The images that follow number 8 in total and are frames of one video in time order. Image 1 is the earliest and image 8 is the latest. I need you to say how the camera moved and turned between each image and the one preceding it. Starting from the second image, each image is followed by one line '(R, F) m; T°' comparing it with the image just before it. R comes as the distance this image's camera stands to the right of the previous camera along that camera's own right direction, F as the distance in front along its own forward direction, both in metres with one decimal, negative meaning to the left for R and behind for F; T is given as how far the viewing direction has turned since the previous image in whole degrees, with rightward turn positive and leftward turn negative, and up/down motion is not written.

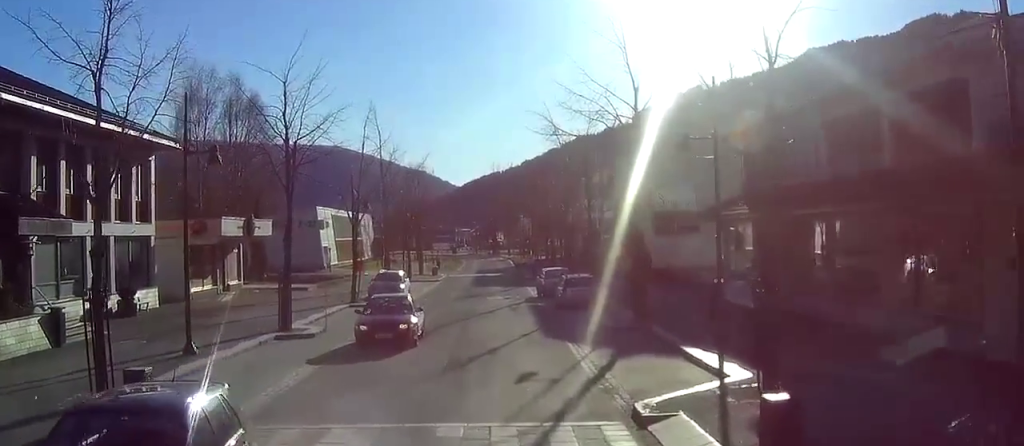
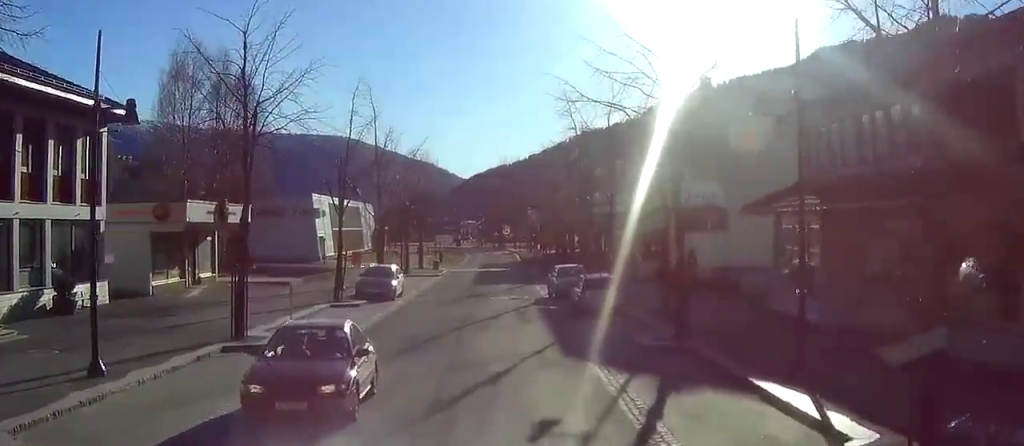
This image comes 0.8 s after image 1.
(+0.5, +7.1) m; +5°
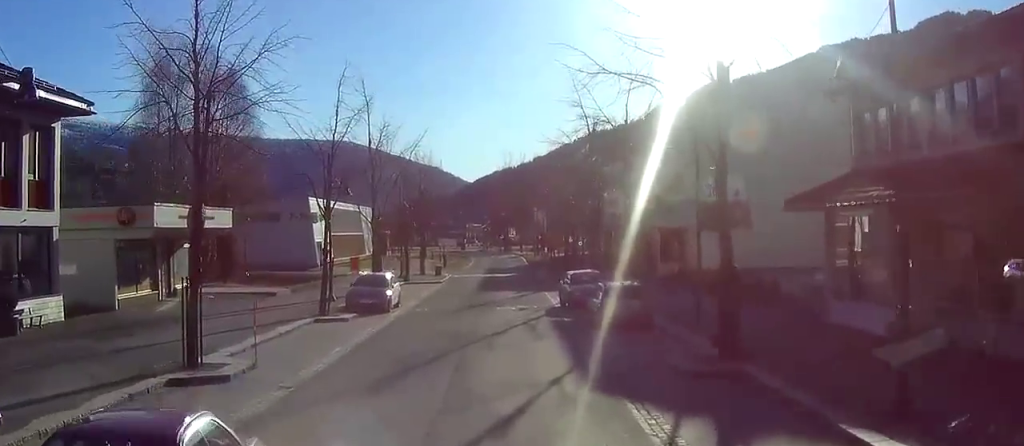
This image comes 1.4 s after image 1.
(+0.3, +5.3) m; +3°
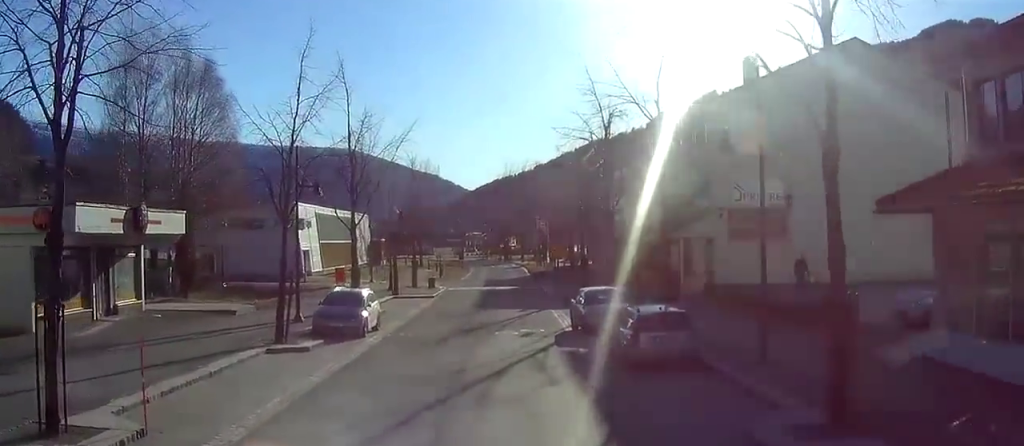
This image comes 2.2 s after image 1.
(0.0, +8.1) m; -1°
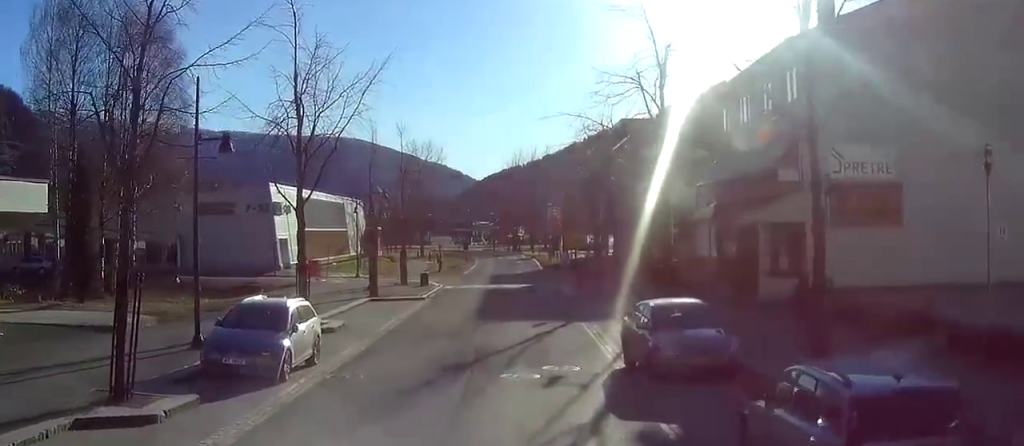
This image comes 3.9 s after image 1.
(-0.3, +15.3) m; -1°
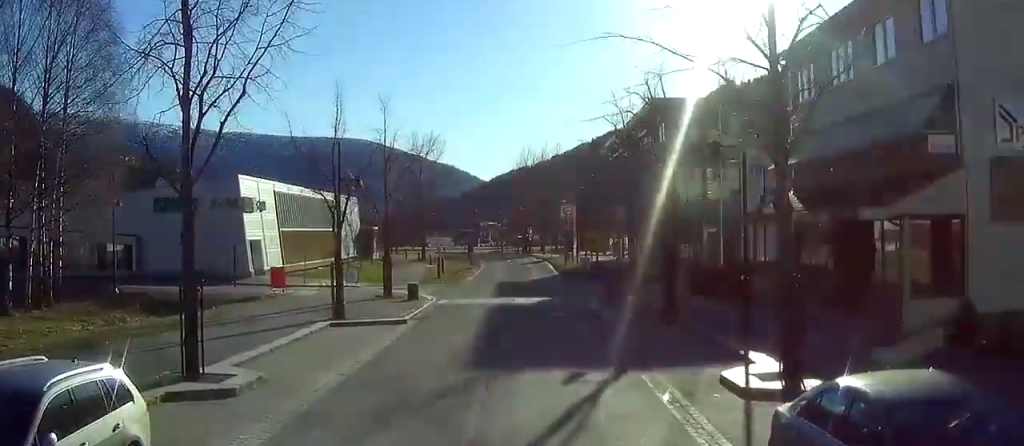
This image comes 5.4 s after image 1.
(+0.1, +13.4) m; +2°
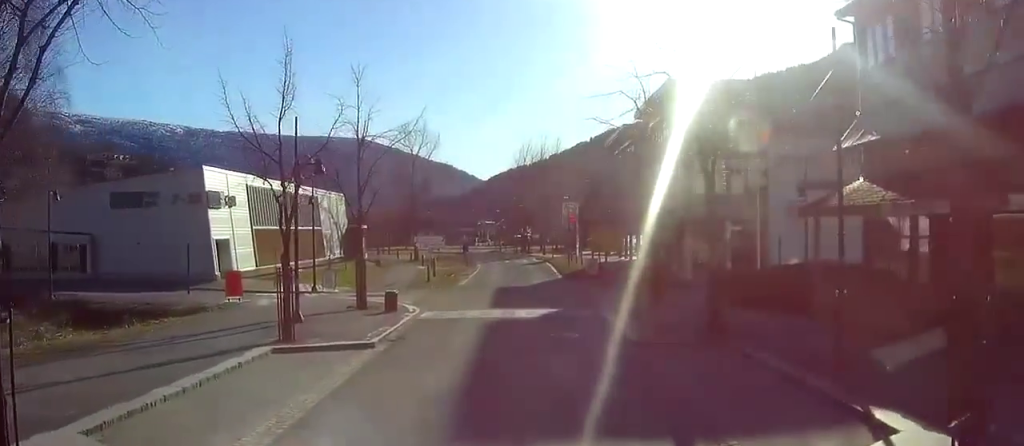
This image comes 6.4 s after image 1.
(+0.2, +8.5) m; +1°
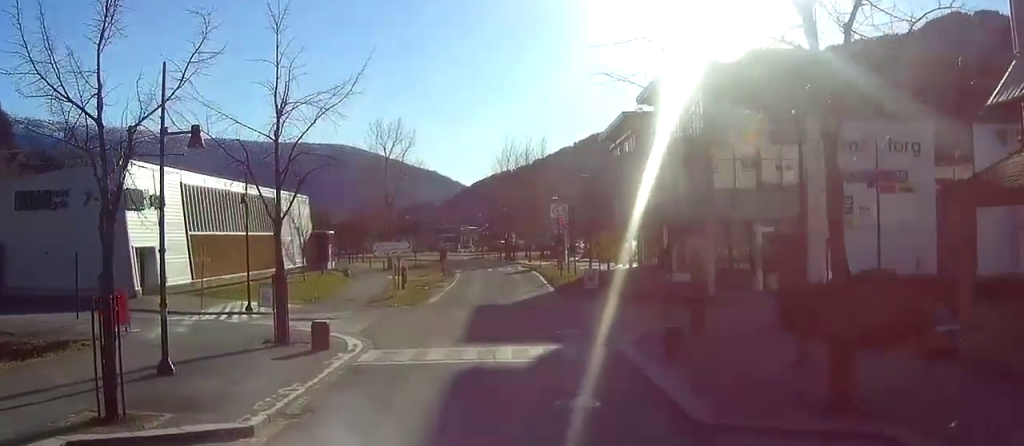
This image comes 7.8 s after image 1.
(-0.1, +12.3) m; -1°
